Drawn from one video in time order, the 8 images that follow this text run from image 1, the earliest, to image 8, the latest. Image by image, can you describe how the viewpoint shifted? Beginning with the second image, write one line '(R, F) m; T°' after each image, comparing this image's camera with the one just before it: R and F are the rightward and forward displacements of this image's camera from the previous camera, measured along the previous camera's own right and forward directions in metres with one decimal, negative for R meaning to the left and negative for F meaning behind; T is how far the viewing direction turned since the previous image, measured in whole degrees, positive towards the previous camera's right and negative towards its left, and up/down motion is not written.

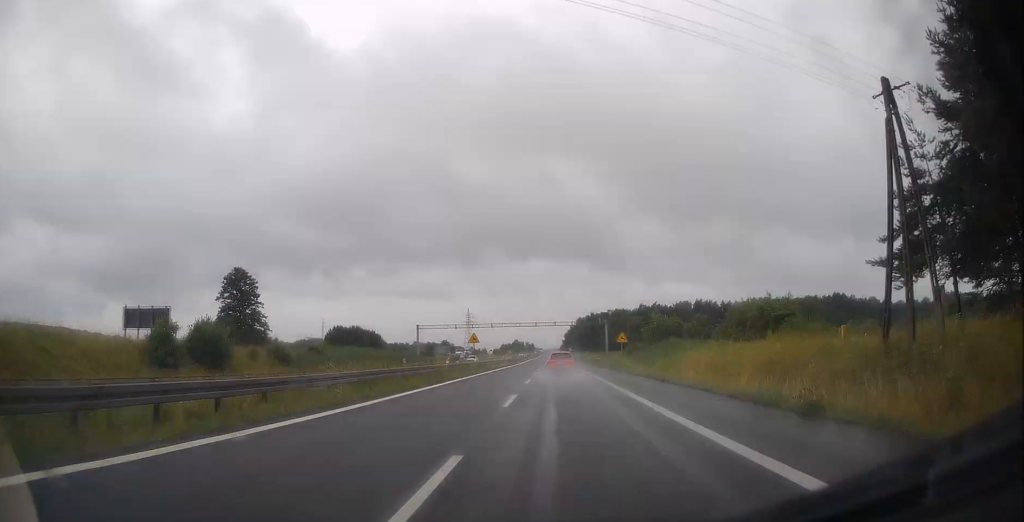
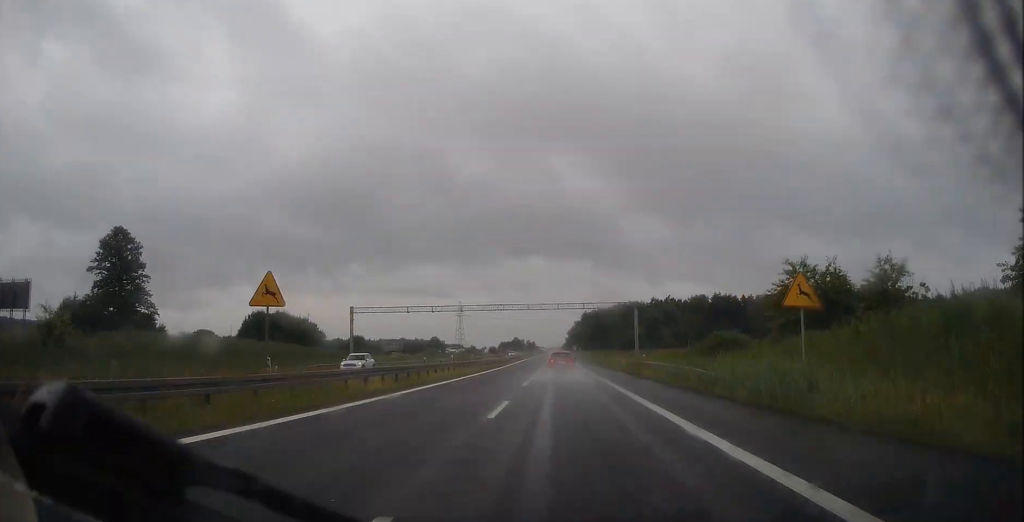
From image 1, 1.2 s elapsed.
(+0.1, +38.4) m; +1°
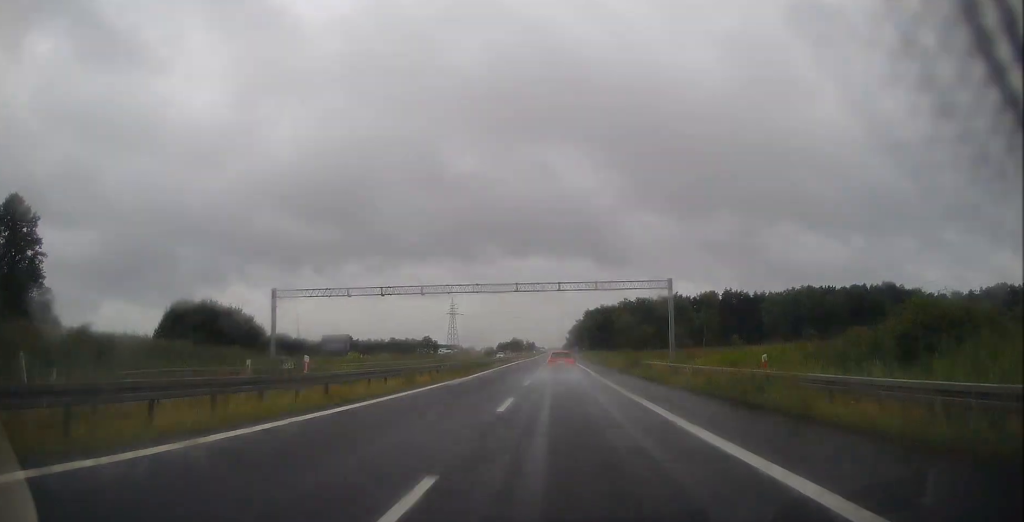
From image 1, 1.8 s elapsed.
(+0.2, +21.8) m; 0°
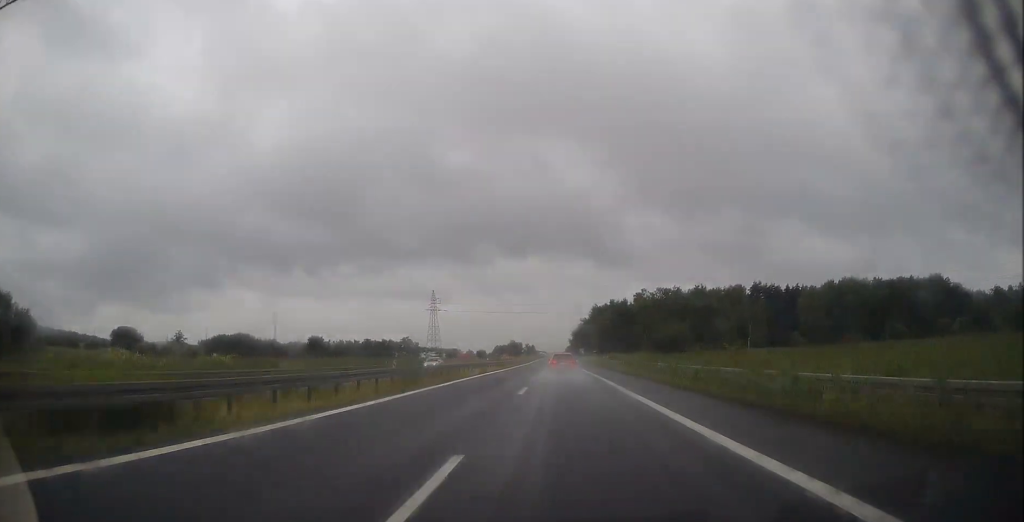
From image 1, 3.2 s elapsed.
(-0.2, +45.7) m; 0°
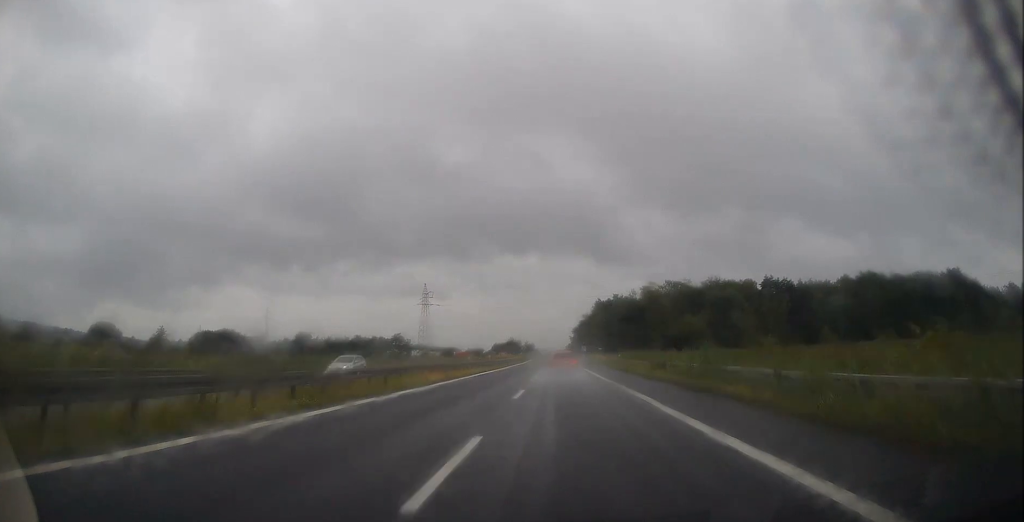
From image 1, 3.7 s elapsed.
(+0.1, +15.2) m; 0°
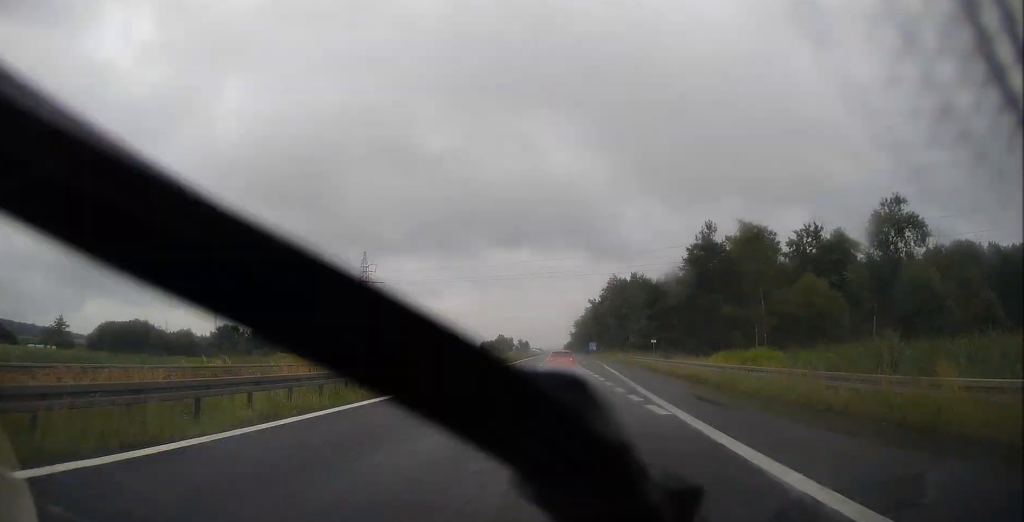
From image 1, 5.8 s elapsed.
(+0.1, +66.9) m; 0°
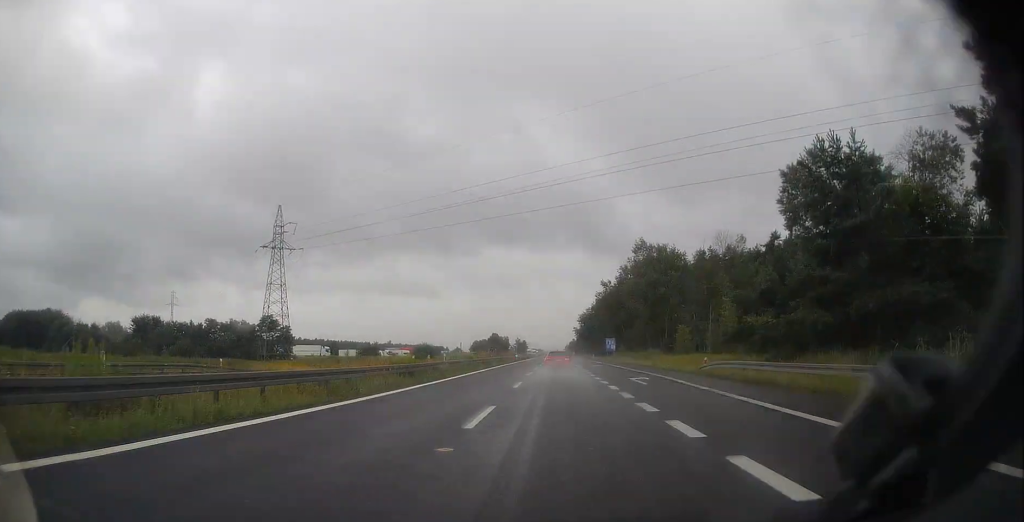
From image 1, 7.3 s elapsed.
(-0.2, +49.4) m; 0°
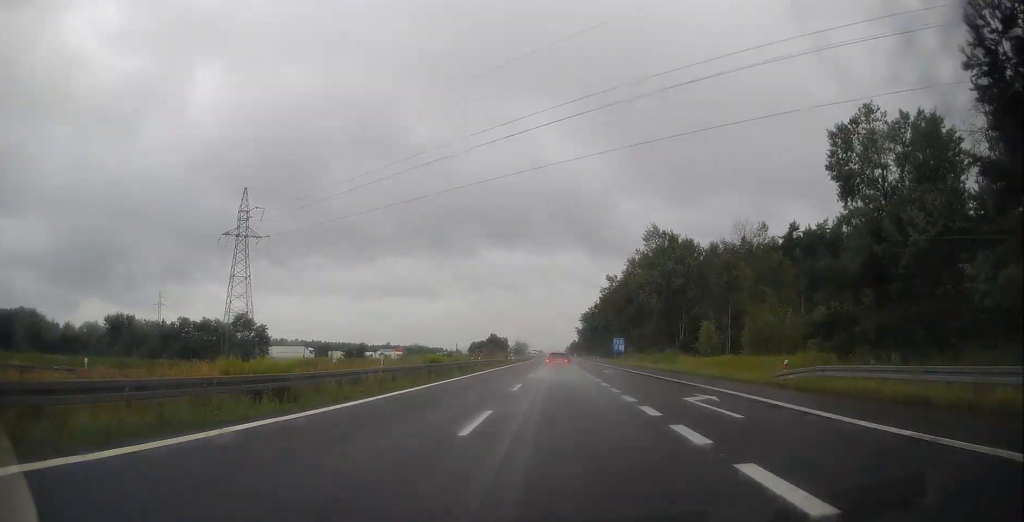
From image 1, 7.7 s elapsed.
(0.0, +12.9) m; 0°
